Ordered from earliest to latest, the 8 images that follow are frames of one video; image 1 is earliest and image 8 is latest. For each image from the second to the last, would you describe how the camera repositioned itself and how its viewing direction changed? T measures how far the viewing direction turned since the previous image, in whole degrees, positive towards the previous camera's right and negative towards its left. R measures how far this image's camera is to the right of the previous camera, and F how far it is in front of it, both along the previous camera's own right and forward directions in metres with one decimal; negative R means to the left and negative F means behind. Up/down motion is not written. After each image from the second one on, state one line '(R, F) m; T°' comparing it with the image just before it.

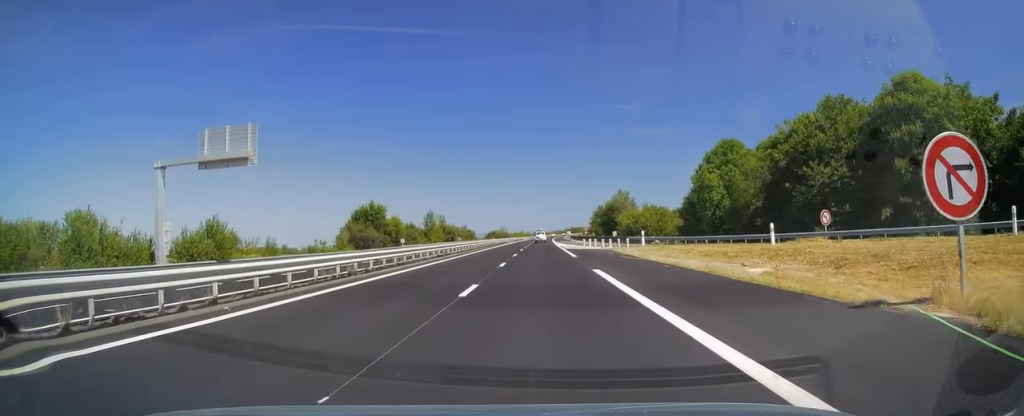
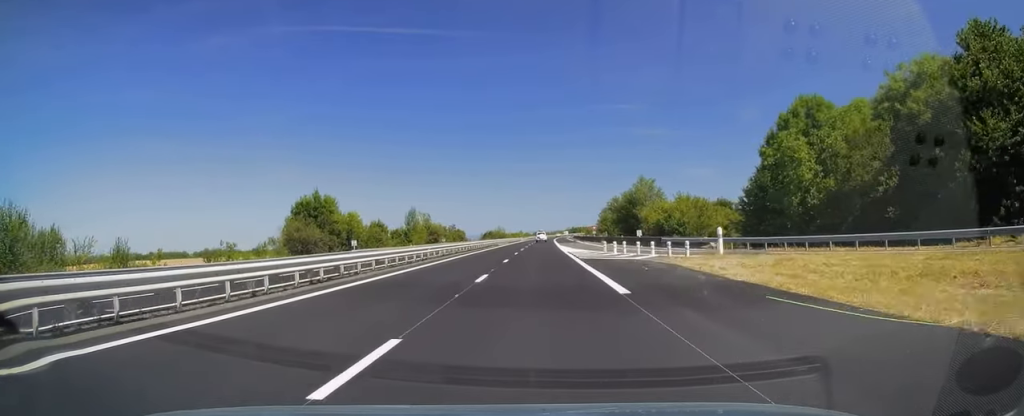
(-0.3, +21.2) m; 0°
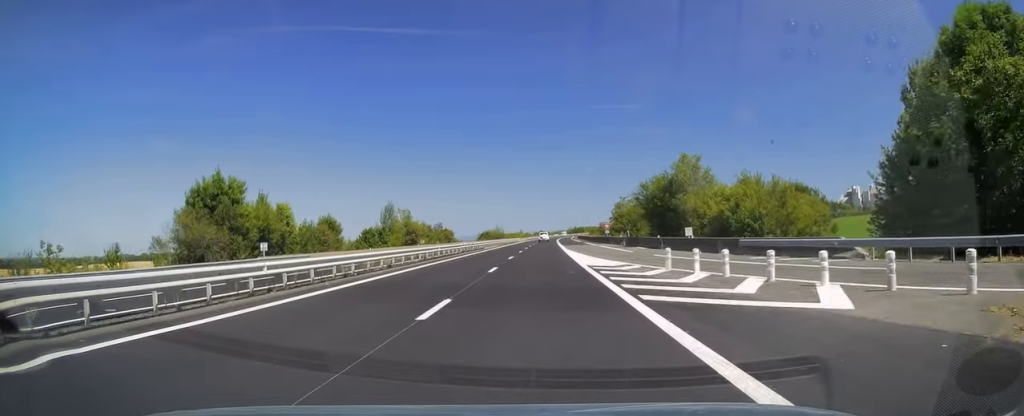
(+0.3, +20.7) m; 0°
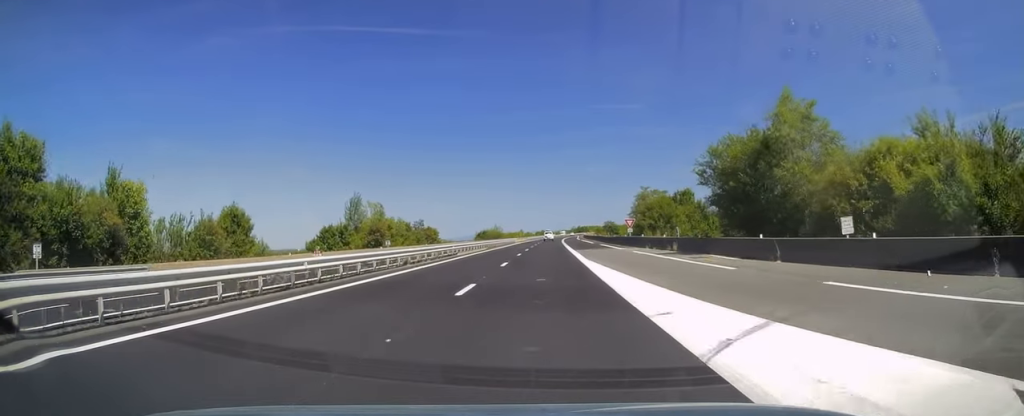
(-0.1, +21.6) m; 0°
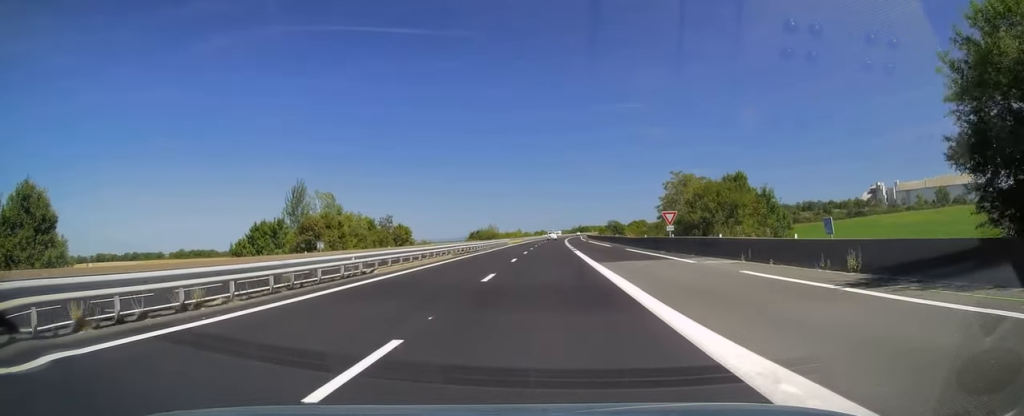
(-0.2, +21.6) m; 0°
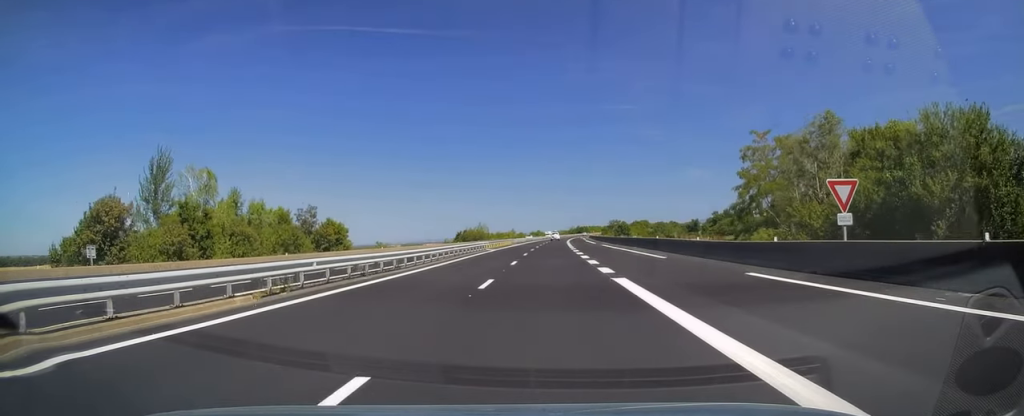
(0.0, +27.6) m; +1°
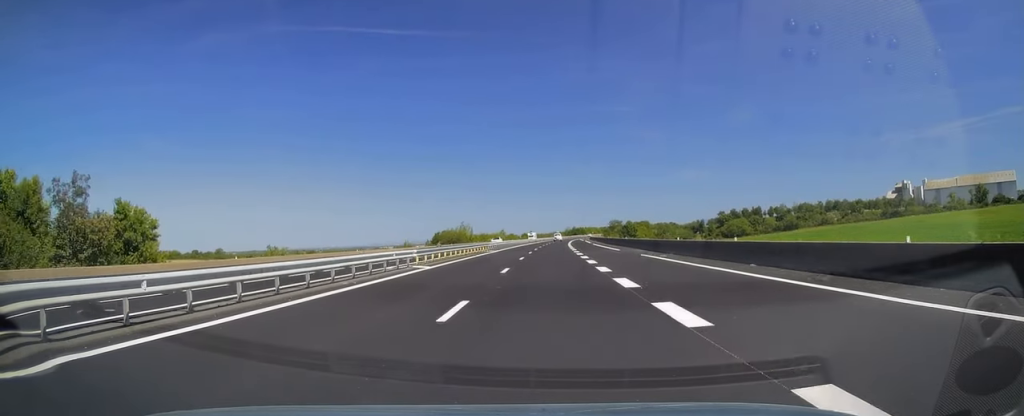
(+0.4, +31.5) m; +1°
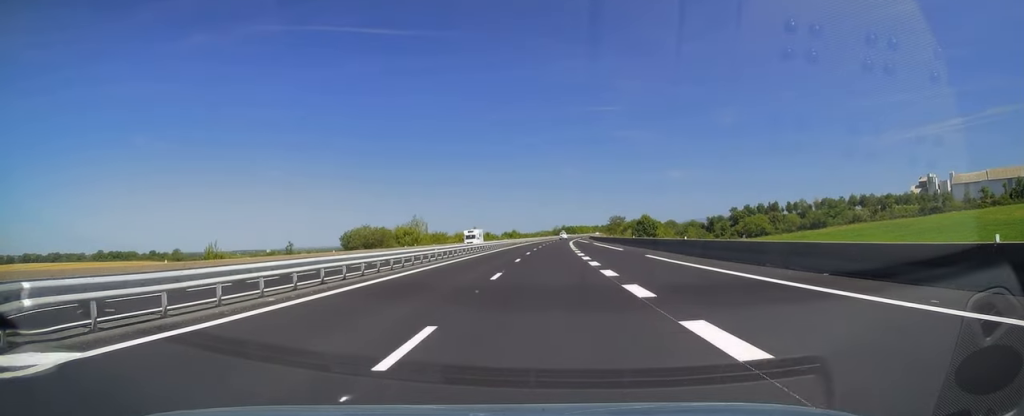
(0.0, +54.6) m; +1°
